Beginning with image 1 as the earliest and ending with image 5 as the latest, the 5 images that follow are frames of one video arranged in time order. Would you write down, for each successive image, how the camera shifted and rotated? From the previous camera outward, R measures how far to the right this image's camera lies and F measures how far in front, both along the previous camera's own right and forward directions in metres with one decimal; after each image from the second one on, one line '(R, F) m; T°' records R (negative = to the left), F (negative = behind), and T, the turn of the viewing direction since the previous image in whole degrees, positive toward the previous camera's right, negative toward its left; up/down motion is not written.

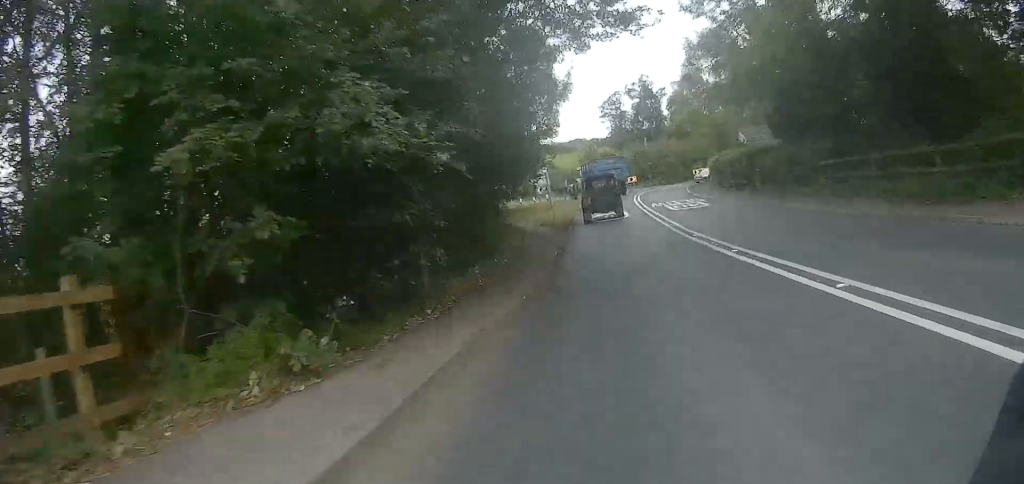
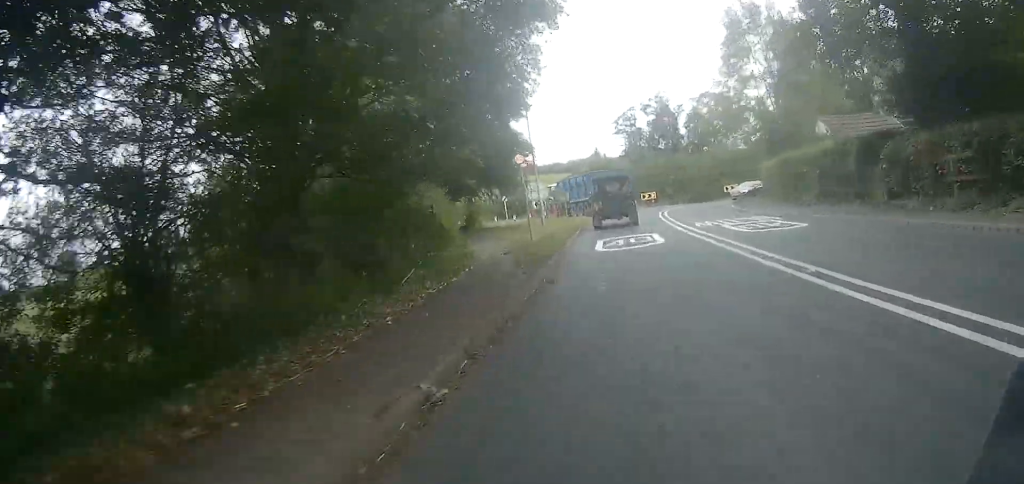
(+0.2, +12.5) m; +1°
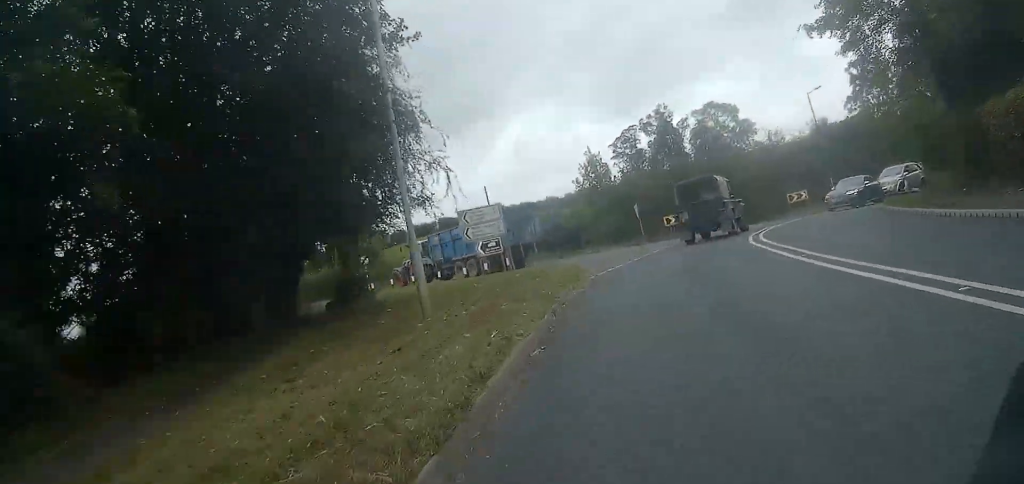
(-0.1, +21.2) m; +1°
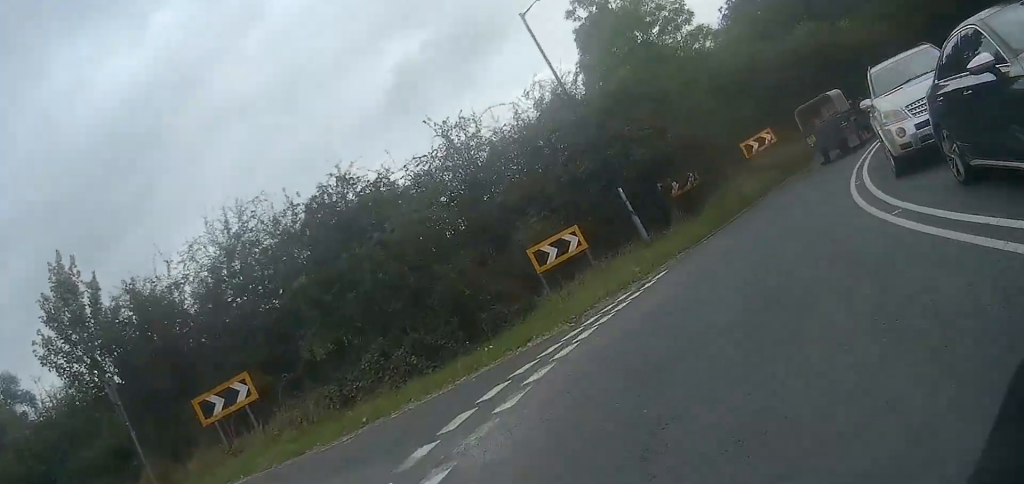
(+5.1, +26.3) m; +32°
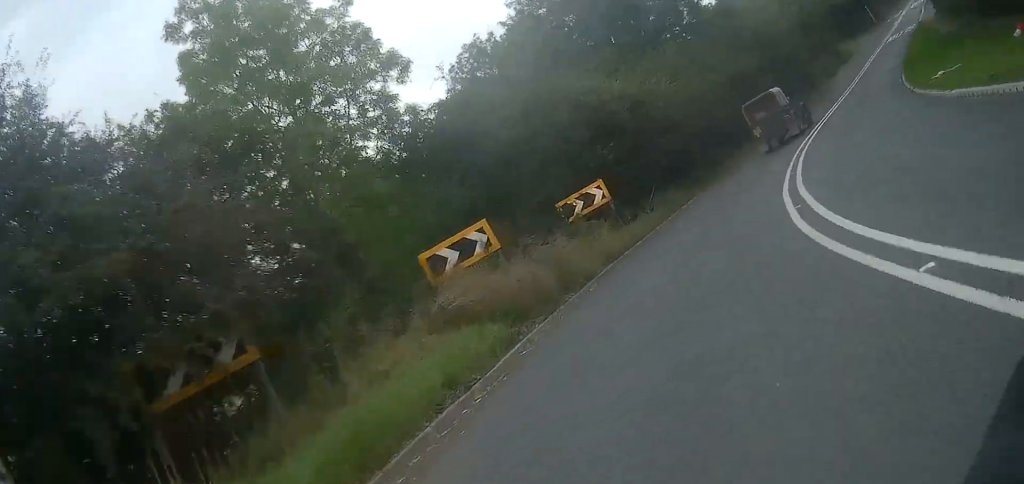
(+3.4, +13.3) m; +25°
